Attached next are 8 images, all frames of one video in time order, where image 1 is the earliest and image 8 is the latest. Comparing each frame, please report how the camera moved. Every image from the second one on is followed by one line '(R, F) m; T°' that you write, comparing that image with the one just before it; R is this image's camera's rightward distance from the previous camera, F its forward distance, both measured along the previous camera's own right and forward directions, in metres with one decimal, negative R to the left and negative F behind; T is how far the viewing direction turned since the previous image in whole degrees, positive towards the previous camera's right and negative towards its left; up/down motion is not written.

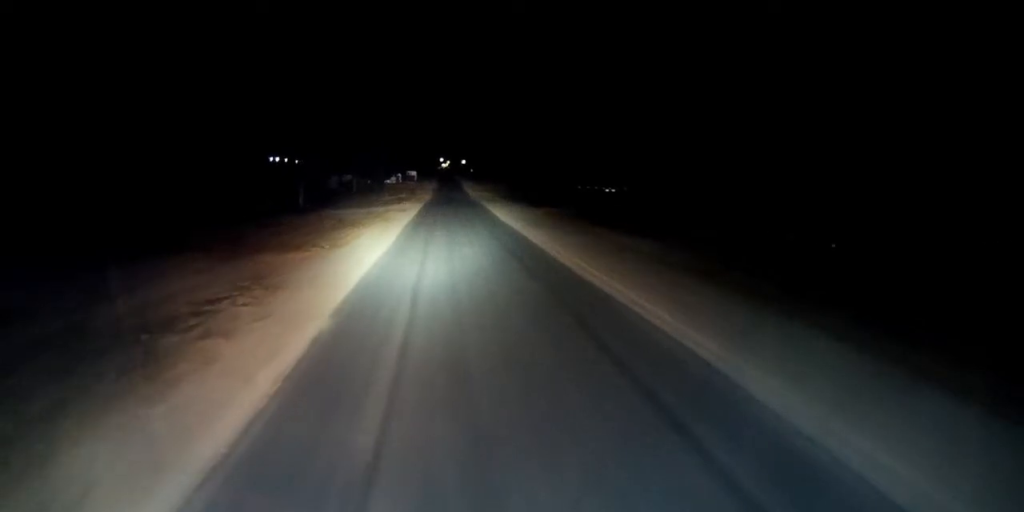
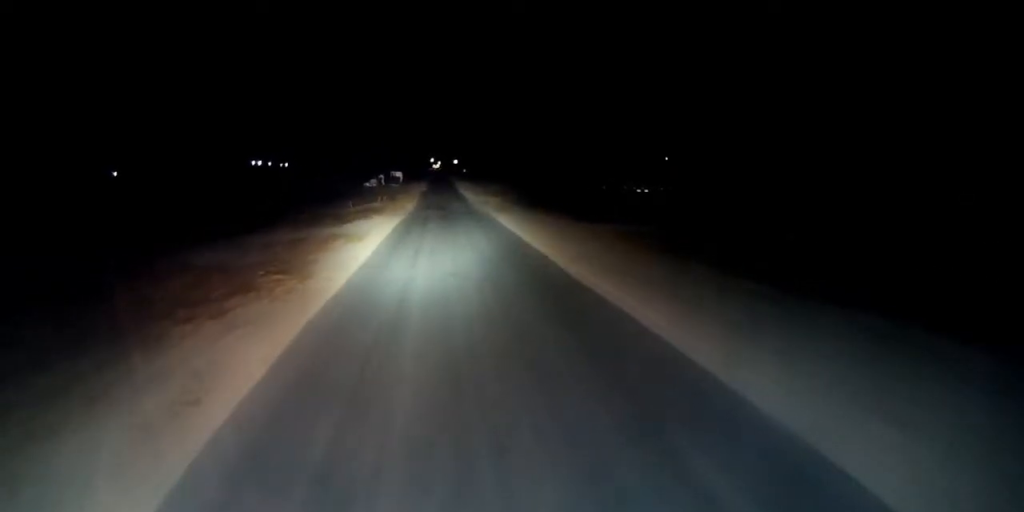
(+0.8, +31.8) m; +2°
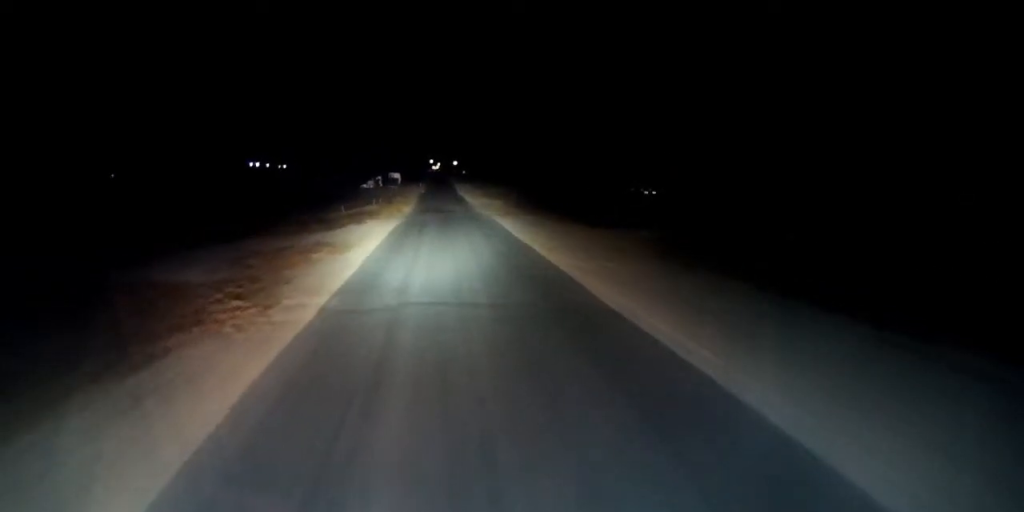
(0.0, +5.0) m; 0°
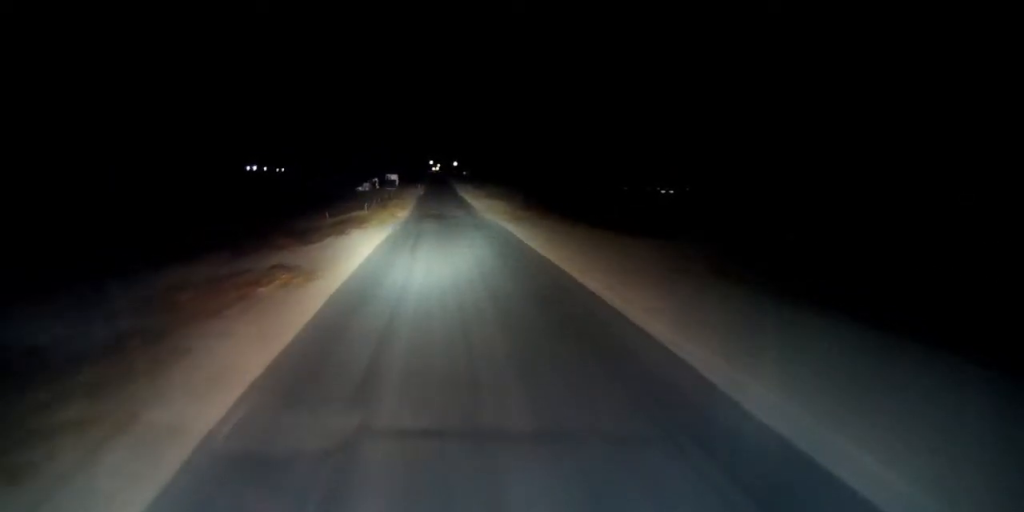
(+0.1, +9.1) m; 0°
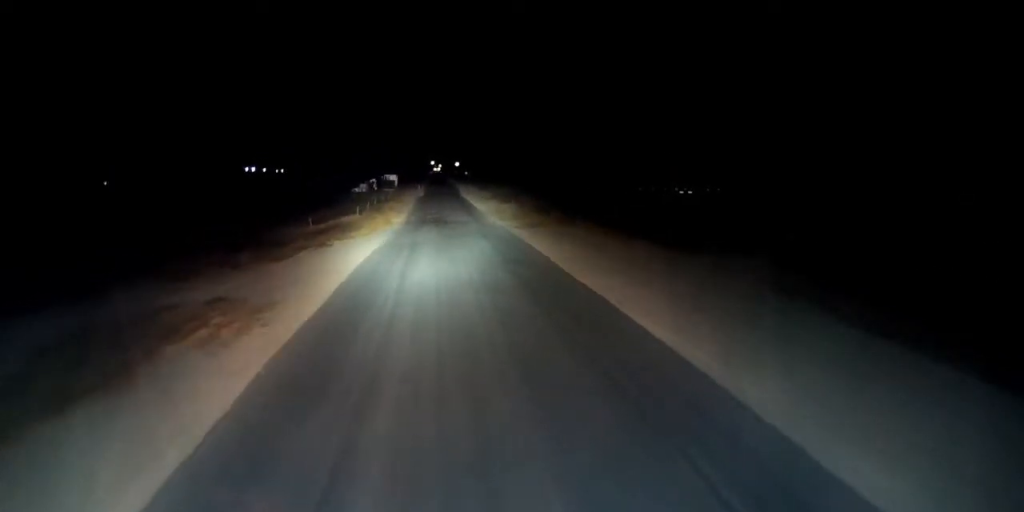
(0.0, +7.8) m; 0°
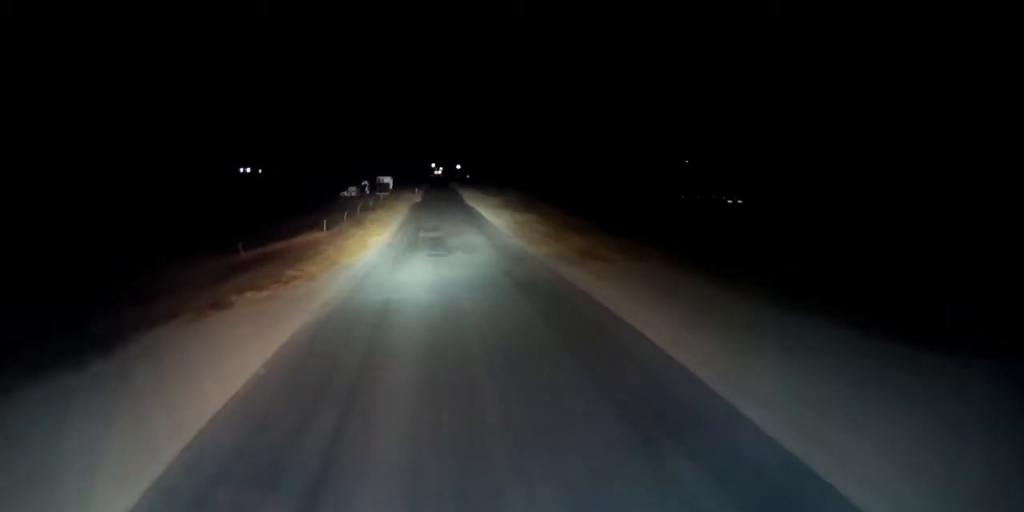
(0.0, +17.4) m; 0°
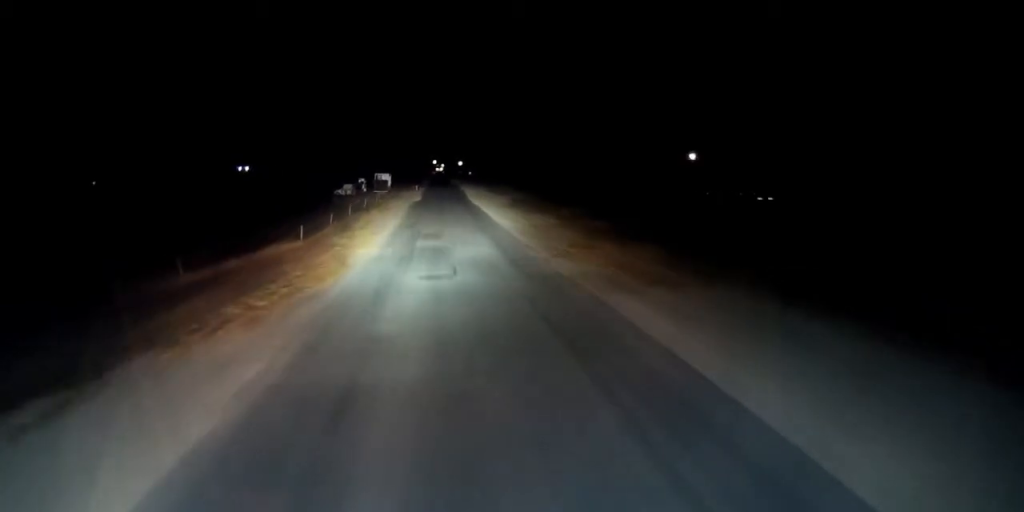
(0.0, +8.0) m; 0°
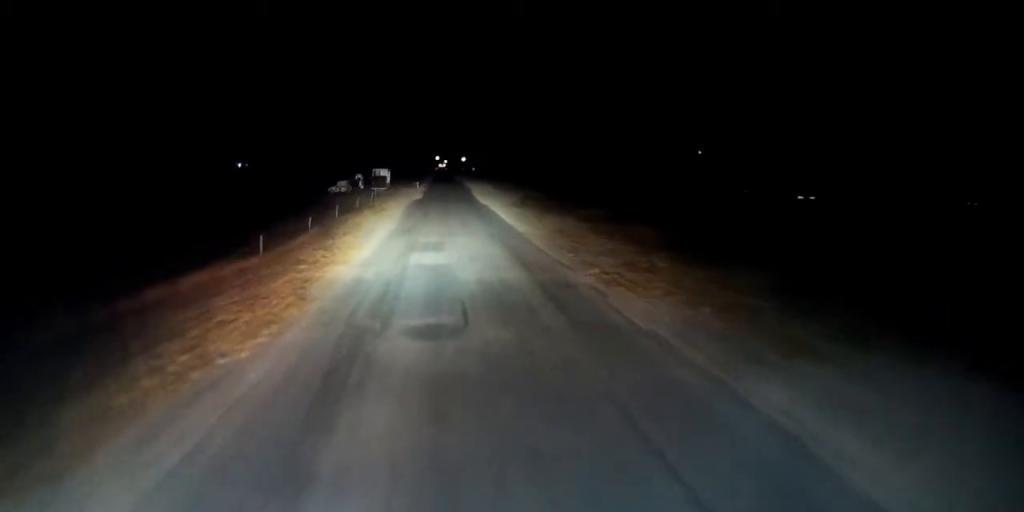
(0.0, +8.9) m; 0°
